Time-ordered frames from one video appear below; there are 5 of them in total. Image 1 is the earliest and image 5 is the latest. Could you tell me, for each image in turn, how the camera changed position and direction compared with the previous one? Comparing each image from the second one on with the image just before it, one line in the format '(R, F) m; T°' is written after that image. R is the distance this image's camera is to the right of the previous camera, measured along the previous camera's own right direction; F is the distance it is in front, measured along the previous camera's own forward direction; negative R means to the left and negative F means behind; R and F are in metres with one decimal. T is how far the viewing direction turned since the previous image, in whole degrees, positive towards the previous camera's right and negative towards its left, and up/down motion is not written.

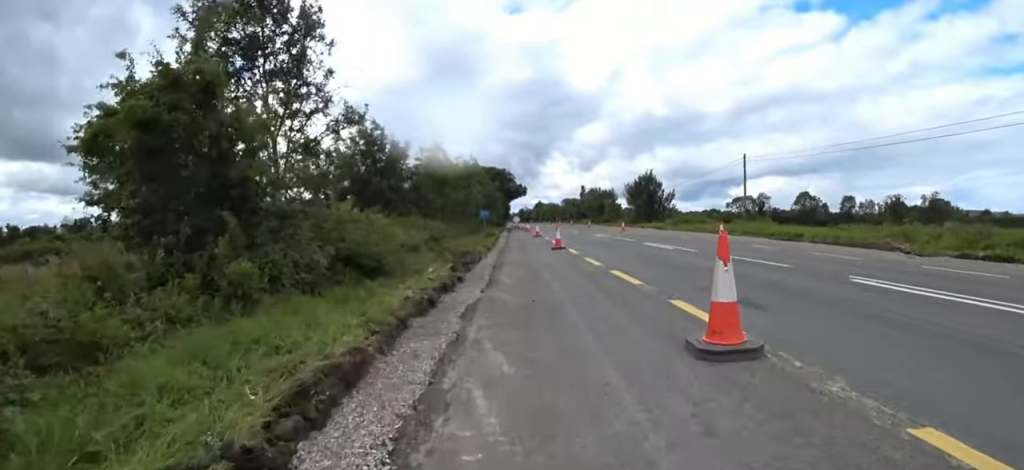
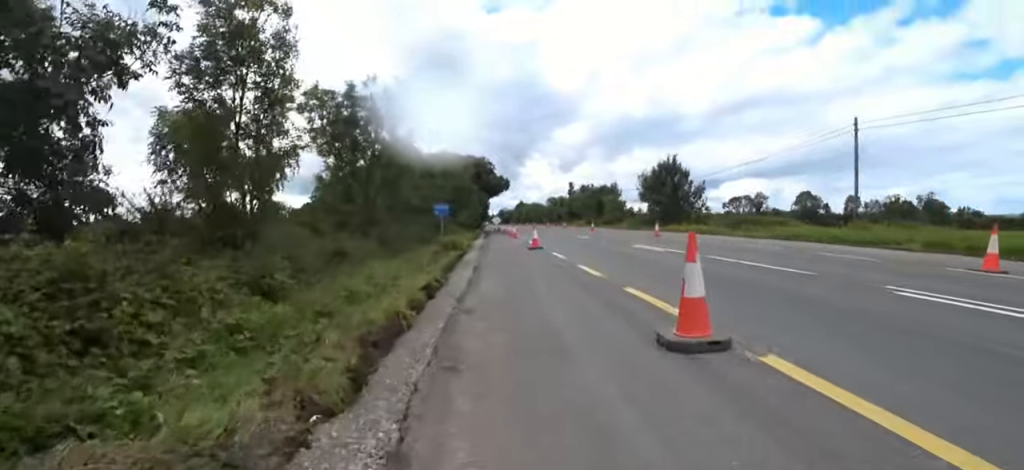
(0.0, +13.5) m; 0°
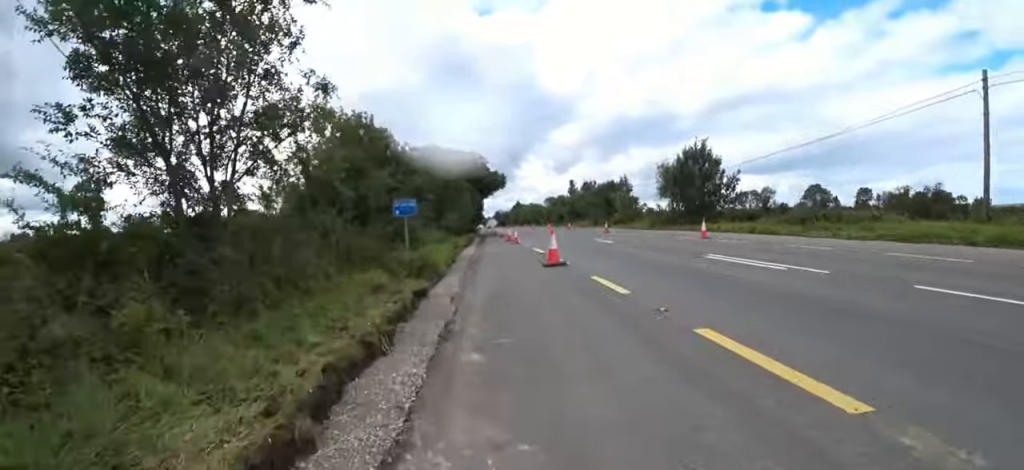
(-0.3, +6.7) m; +1°
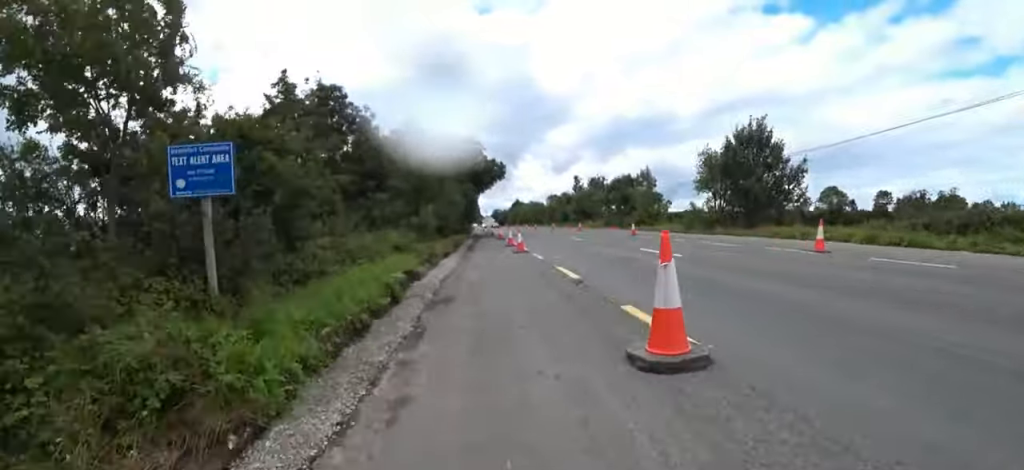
(+0.7, +7.7) m; +7°
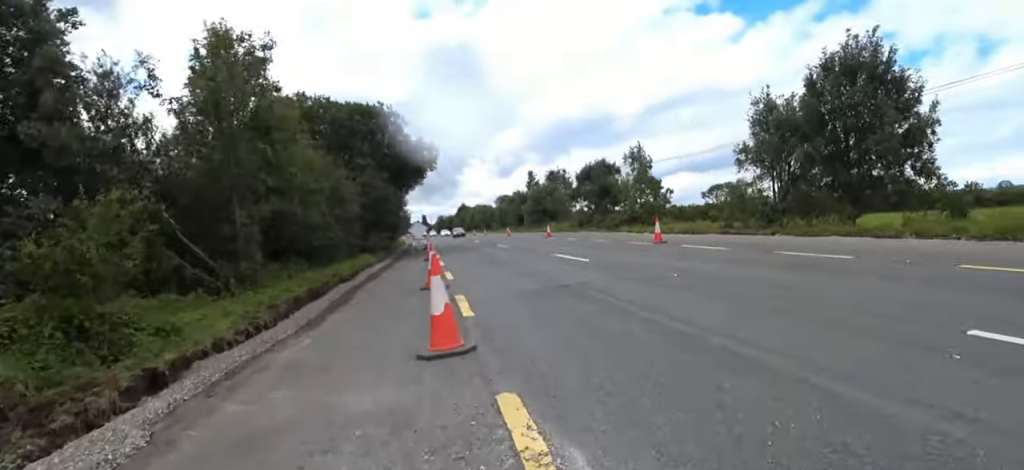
(-0.8, +12.8) m; -3°
